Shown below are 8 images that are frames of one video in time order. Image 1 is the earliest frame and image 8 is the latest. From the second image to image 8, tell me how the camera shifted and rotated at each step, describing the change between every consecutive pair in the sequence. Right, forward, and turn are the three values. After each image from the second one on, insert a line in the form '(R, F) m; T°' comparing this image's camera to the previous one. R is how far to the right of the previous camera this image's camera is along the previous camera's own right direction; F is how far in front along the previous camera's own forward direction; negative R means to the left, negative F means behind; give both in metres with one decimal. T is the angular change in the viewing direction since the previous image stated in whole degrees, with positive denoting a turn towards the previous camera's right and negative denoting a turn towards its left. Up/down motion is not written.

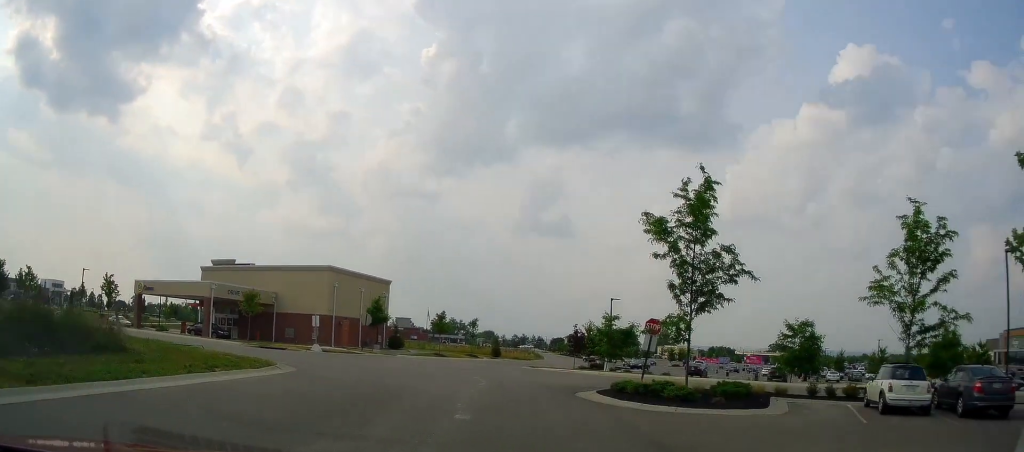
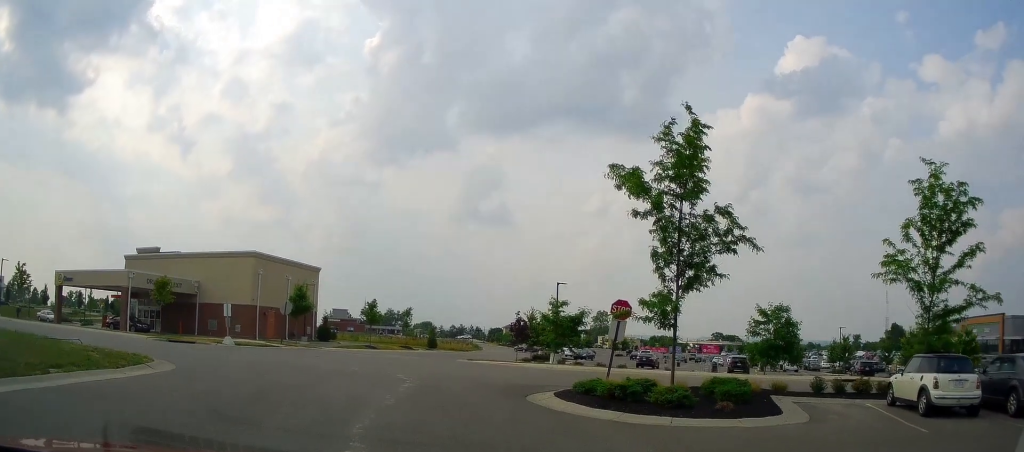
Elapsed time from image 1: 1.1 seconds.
(+0.1, +4.2) m; +1°
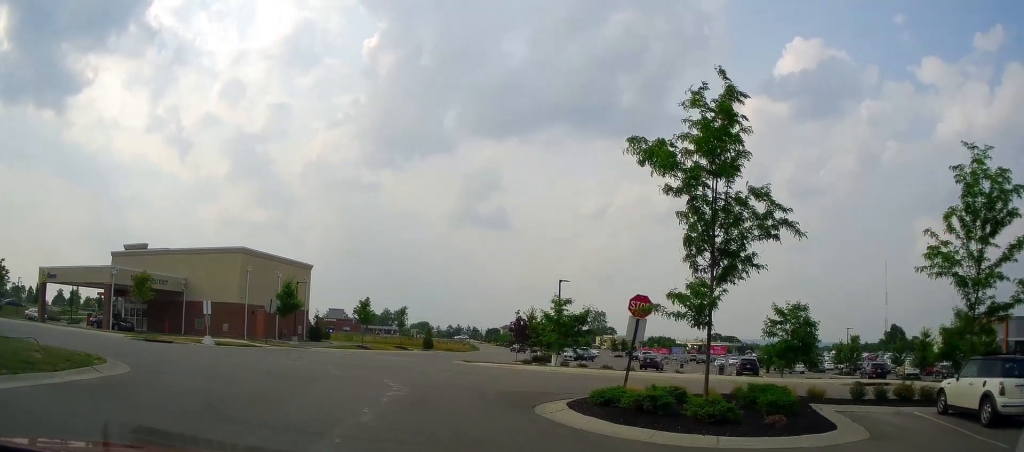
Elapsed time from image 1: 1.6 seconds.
(-0.2, +2.2) m; +2°
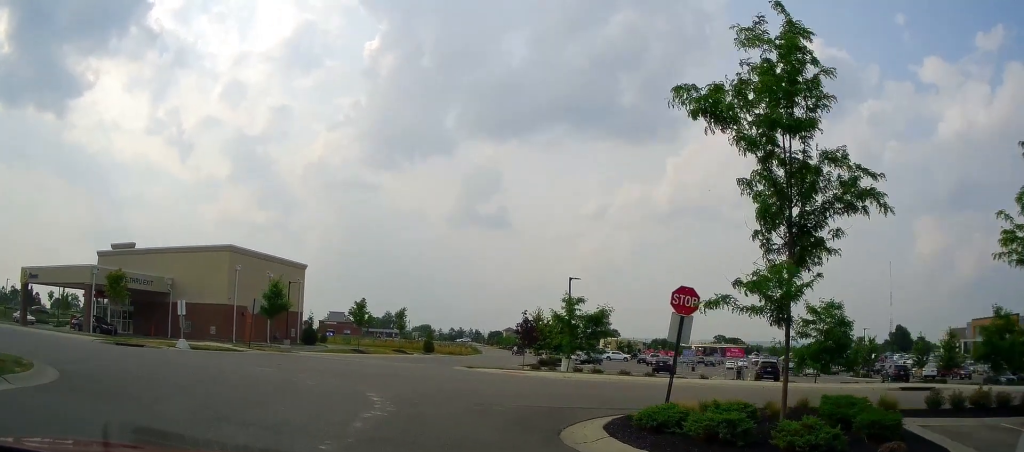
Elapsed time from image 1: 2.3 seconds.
(+0.3, +3.1) m; +5°
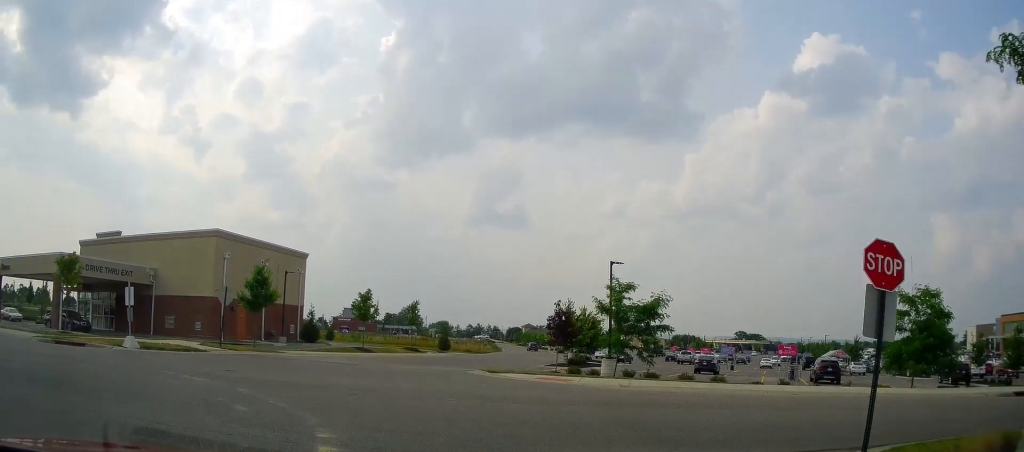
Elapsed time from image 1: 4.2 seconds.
(+0.1, +6.4) m; 0°
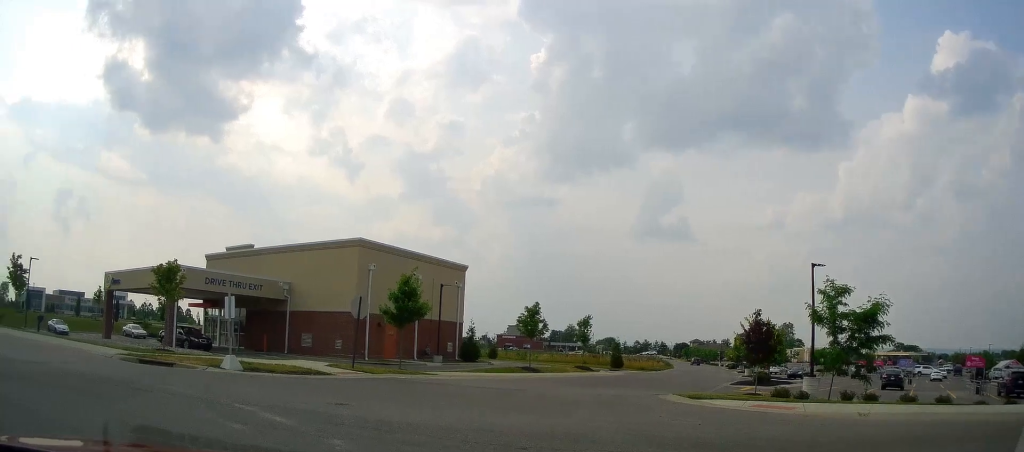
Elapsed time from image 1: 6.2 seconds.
(-0.1, +4.5) m; -18°
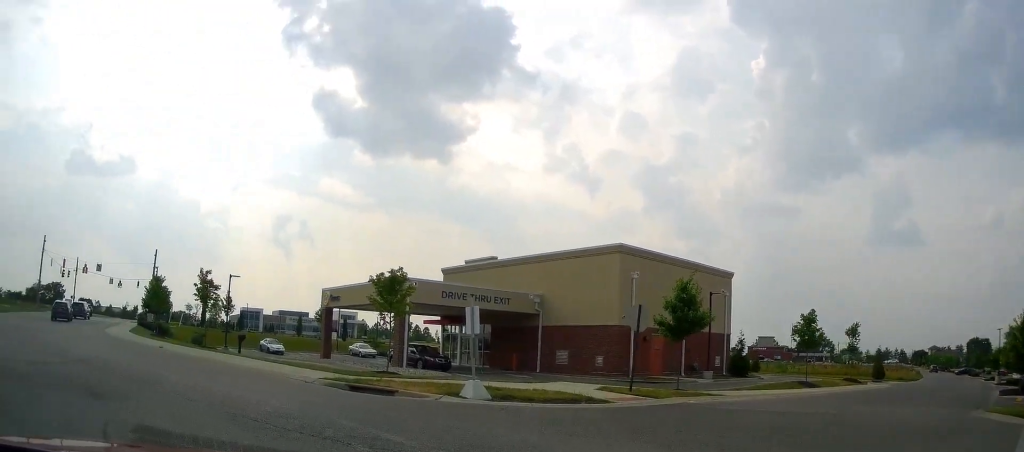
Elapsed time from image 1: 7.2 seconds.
(-0.6, +2.9) m; -23°
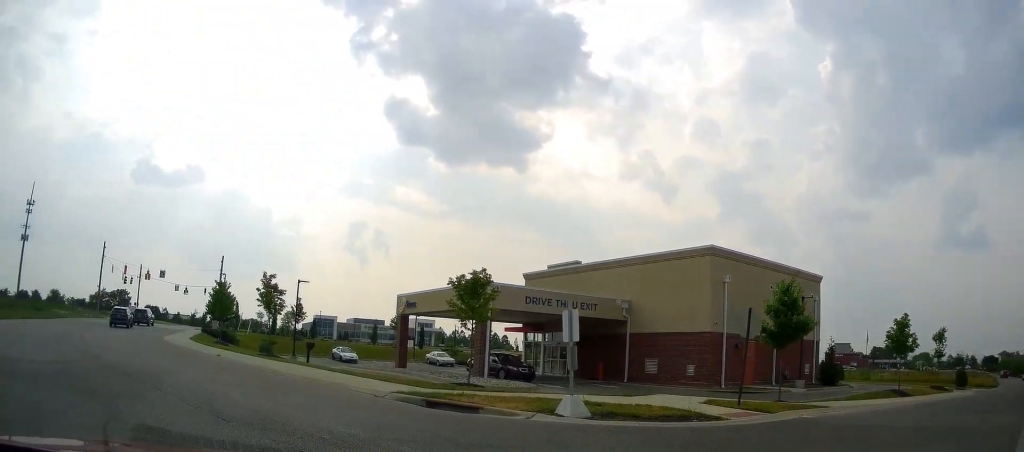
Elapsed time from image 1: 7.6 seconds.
(+0.2, +1.2) m; -8°
